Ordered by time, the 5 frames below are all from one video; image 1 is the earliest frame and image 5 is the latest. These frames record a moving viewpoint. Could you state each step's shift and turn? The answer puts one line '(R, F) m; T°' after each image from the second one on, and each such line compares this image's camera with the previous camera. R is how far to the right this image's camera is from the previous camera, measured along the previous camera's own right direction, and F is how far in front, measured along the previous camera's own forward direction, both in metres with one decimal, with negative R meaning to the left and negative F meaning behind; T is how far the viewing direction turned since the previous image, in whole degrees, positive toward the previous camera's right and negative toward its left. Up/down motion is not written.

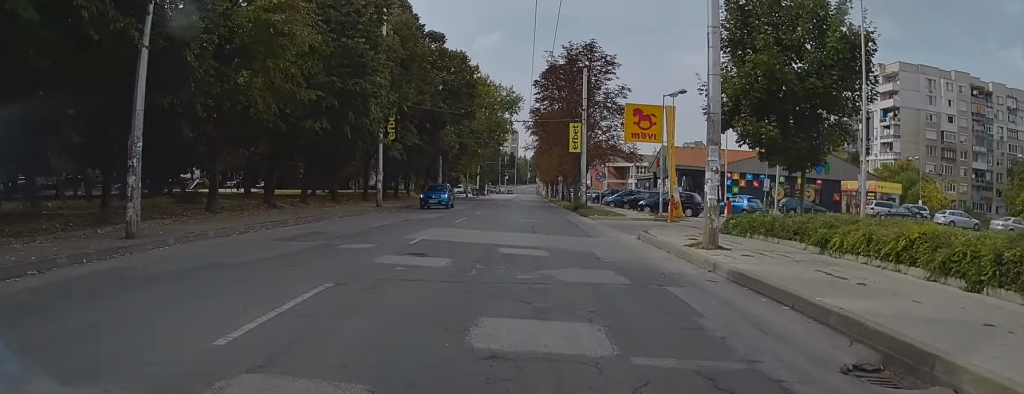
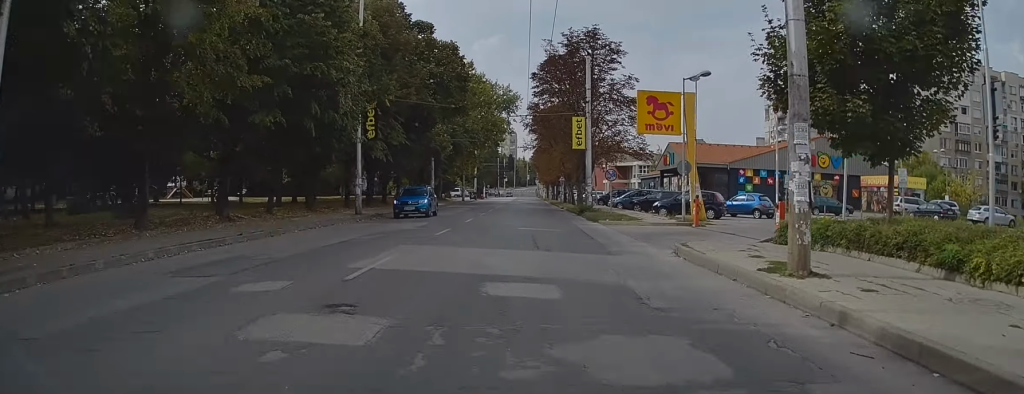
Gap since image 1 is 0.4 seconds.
(0.0, +5.0) m; +1°
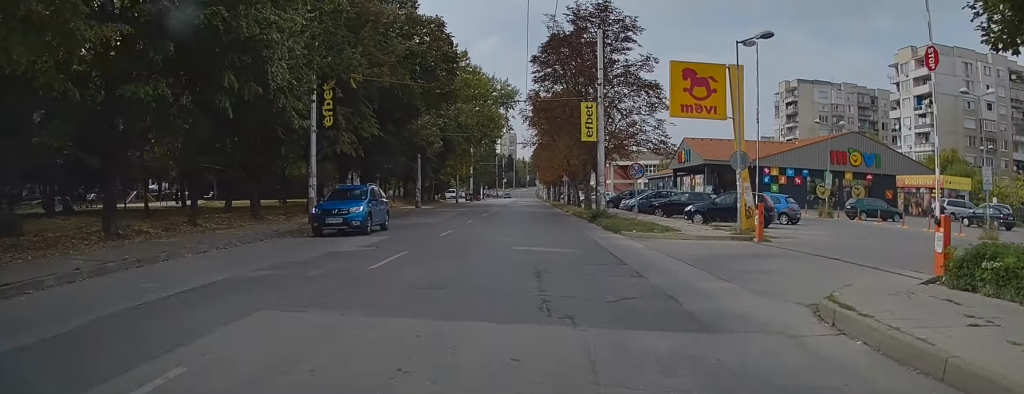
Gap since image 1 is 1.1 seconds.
(+0.1, +7.7) m; +1°
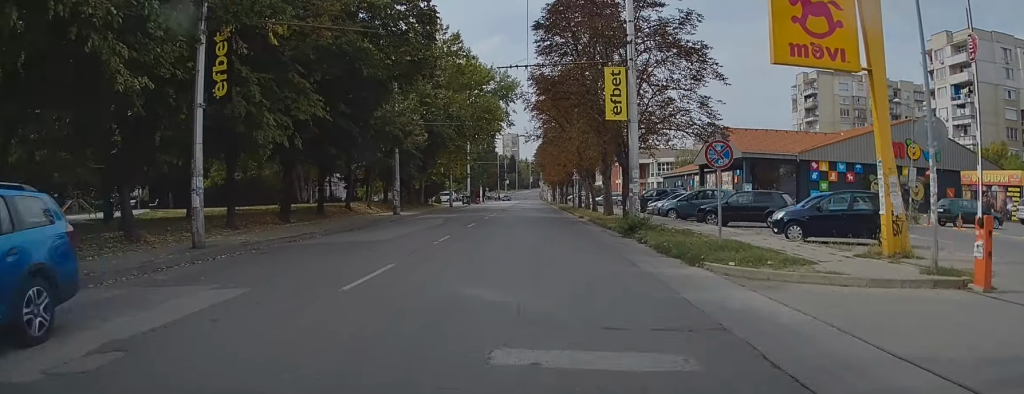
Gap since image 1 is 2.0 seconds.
(+0.3, +10.5) m; -1°
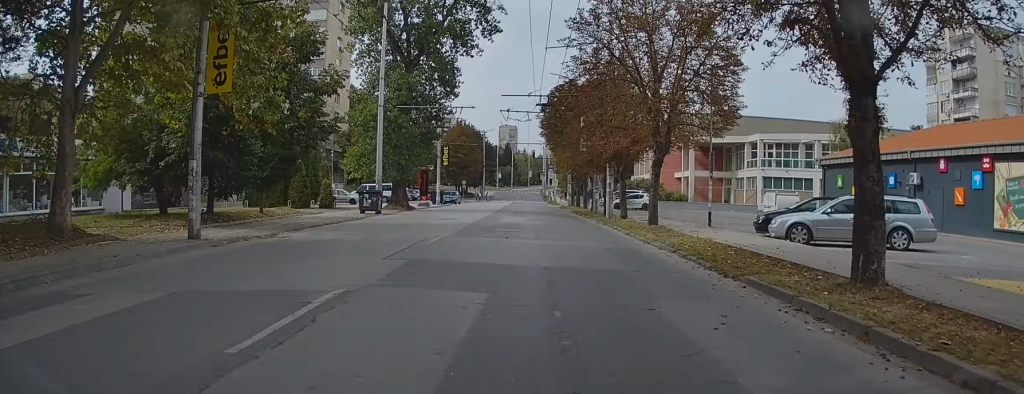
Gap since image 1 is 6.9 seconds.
(-0.1, +58.2) m; +1°
